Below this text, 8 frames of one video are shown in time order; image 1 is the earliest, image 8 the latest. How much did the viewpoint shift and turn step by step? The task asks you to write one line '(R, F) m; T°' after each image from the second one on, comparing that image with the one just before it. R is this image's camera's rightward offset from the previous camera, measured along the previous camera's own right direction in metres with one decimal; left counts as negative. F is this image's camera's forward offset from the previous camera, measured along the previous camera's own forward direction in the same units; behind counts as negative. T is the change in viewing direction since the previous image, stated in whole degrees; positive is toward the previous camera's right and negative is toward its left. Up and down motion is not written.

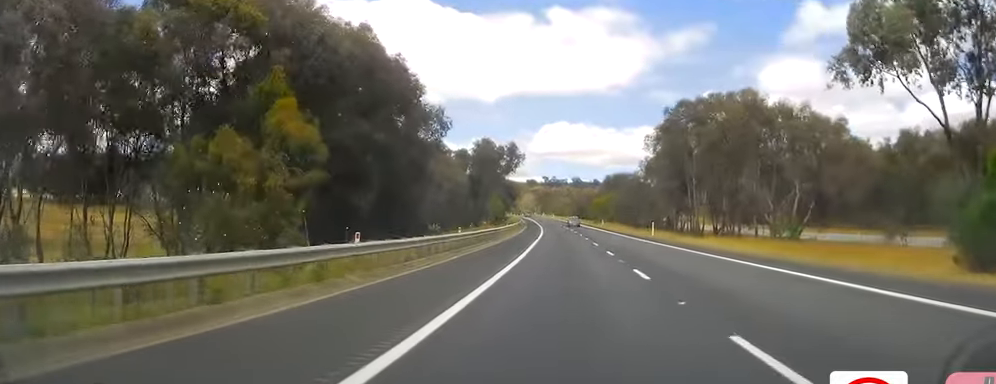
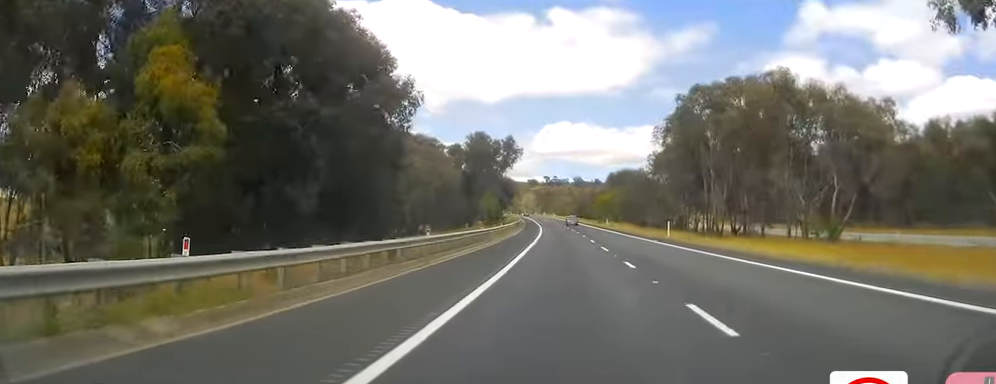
(-0.1, +8.7) m; 0°
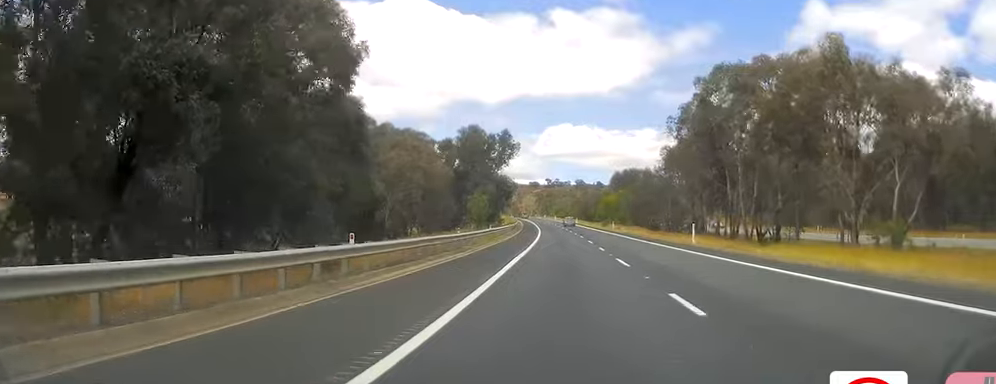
(-0.2, +10.0) m; 0°
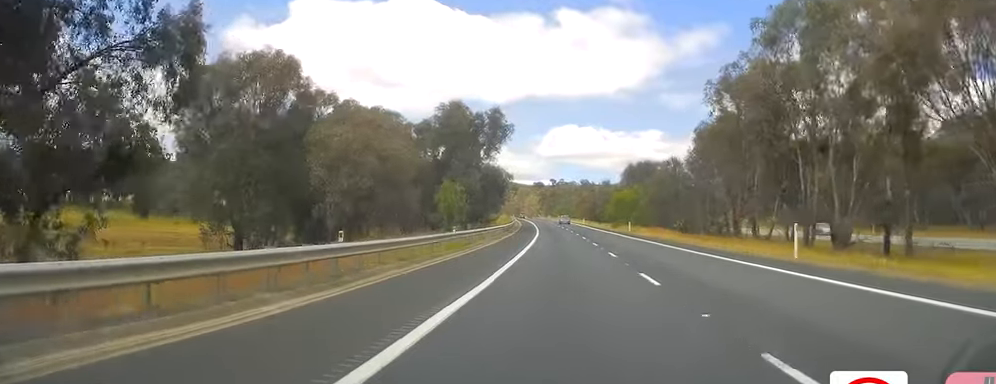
(-0.2, +19.0) m; -3°
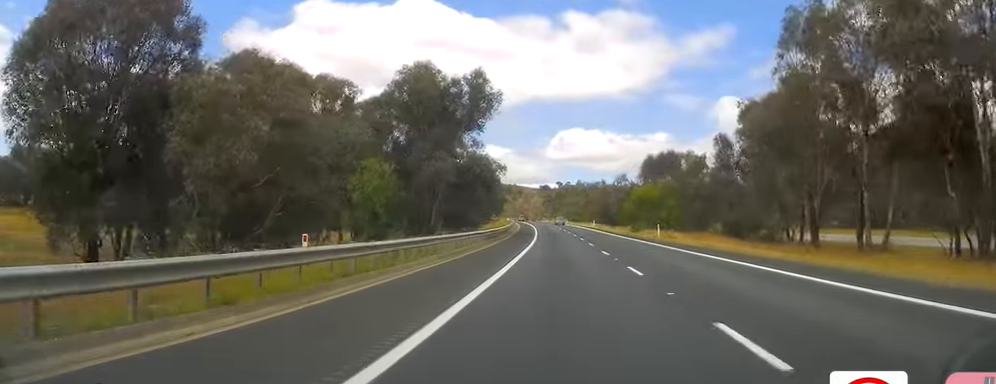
(-0.5, +20.3) m; +2°
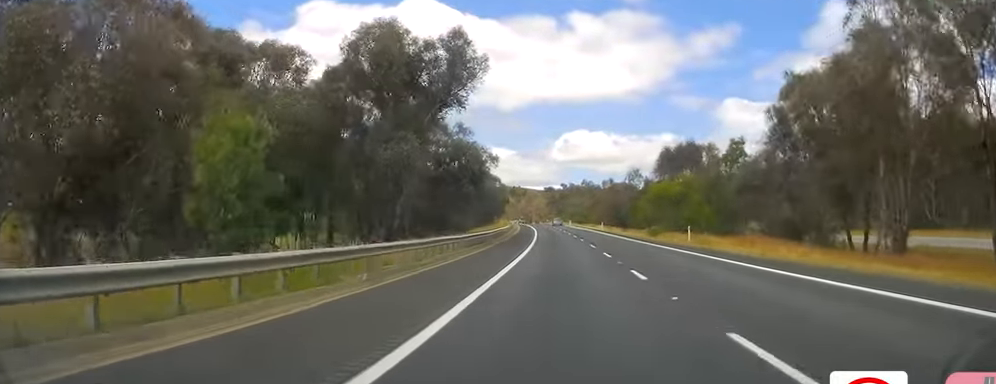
(+0.7, +12.8) m; +1°
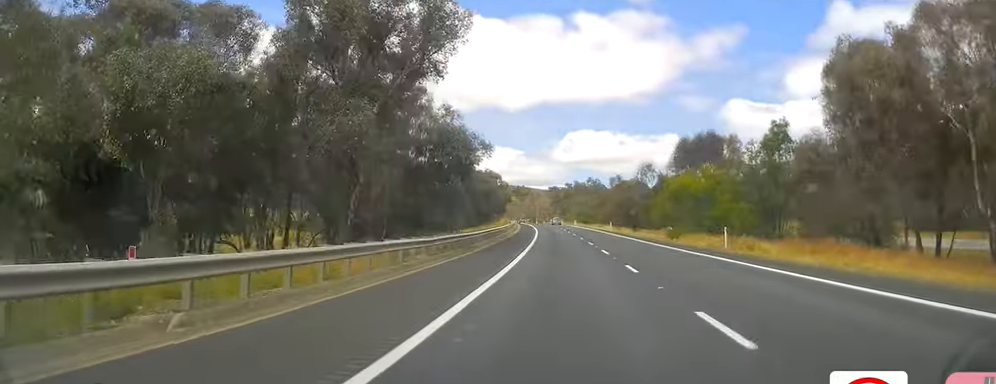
(-0.2, +9.6) m; -1°
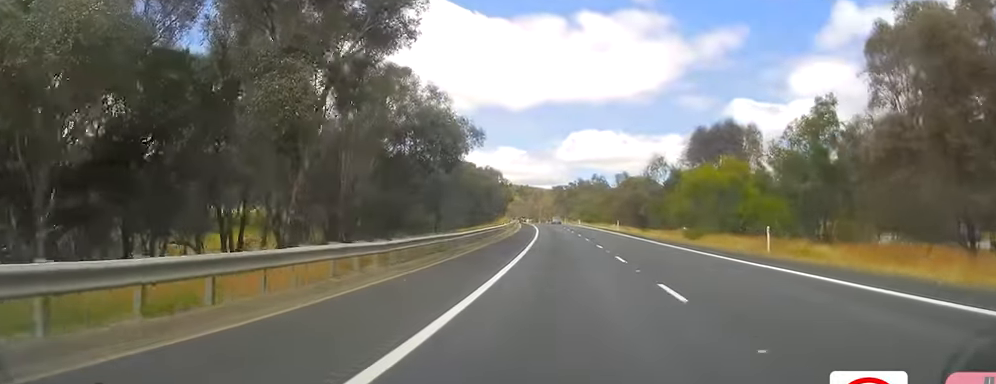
(-0.1, +7.3) m; -1°
